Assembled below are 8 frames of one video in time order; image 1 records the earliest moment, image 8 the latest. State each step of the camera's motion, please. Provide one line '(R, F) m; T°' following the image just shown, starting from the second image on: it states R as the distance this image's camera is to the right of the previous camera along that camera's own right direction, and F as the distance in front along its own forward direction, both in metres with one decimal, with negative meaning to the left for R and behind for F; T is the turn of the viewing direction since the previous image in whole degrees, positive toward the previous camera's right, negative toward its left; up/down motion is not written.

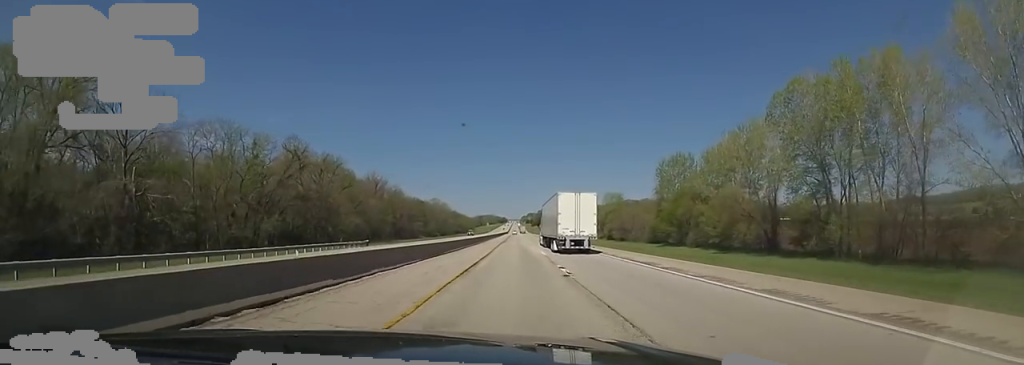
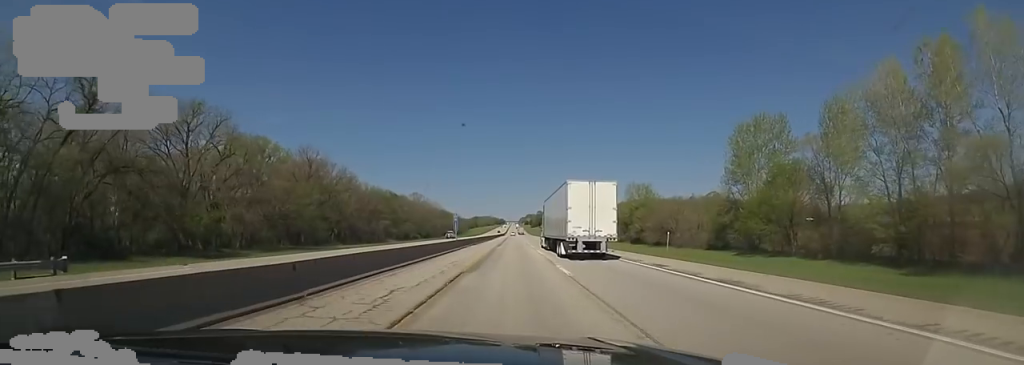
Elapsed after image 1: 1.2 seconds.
(-1.3, +44.4) m; -2°
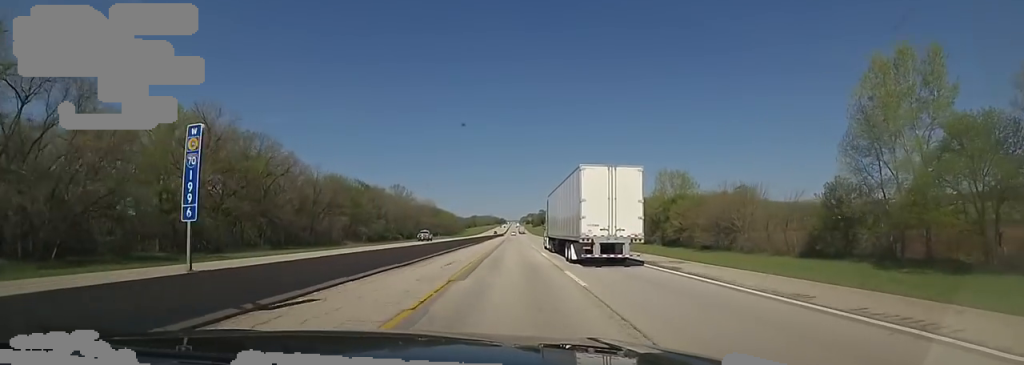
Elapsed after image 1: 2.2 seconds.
(0.0, +33.6) m; 0°
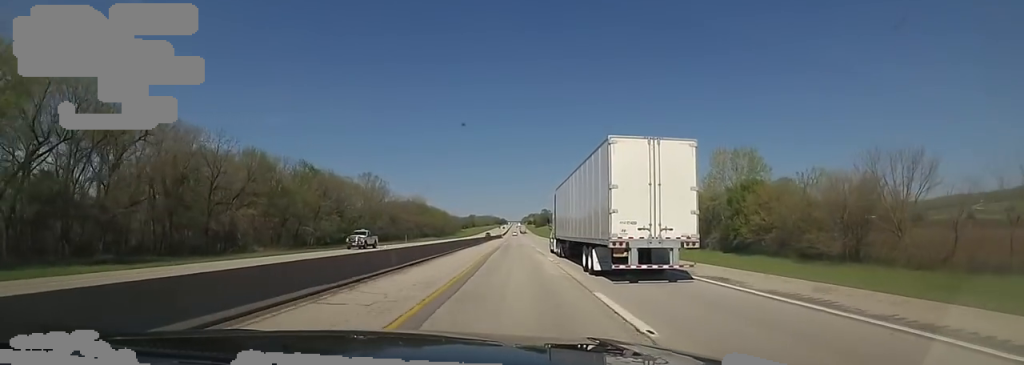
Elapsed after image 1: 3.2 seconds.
(0.0, +36.0) m; 0°
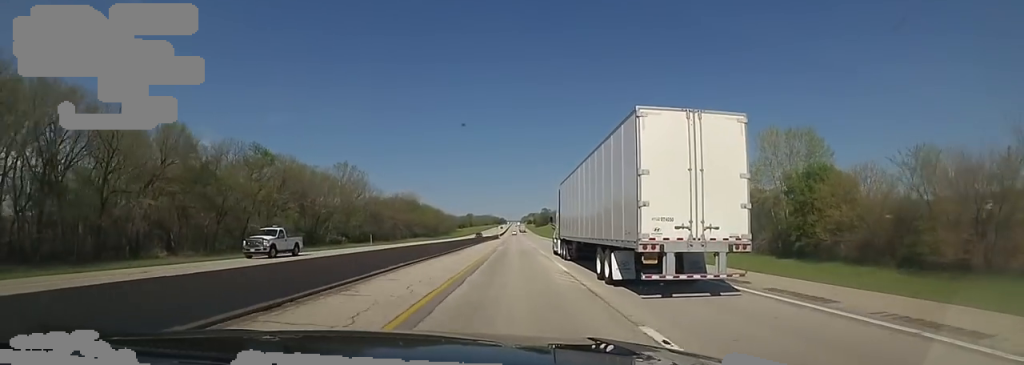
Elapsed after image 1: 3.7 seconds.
(0.0, +19.3) m; +1°
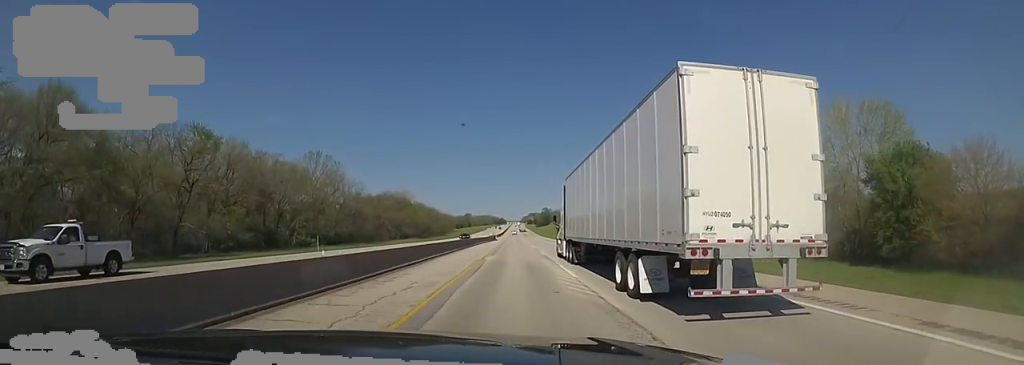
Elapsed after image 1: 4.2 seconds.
(-0.3, +16.9) m; +1°
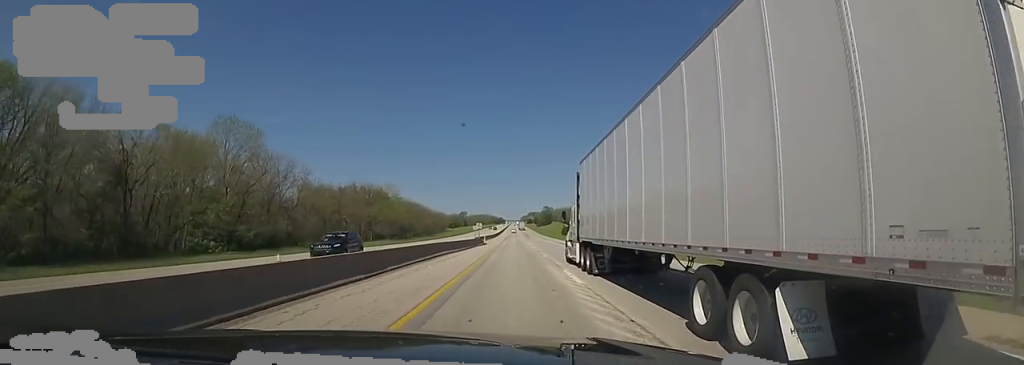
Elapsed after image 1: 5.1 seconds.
(+1.3, +32.8) m; 0°
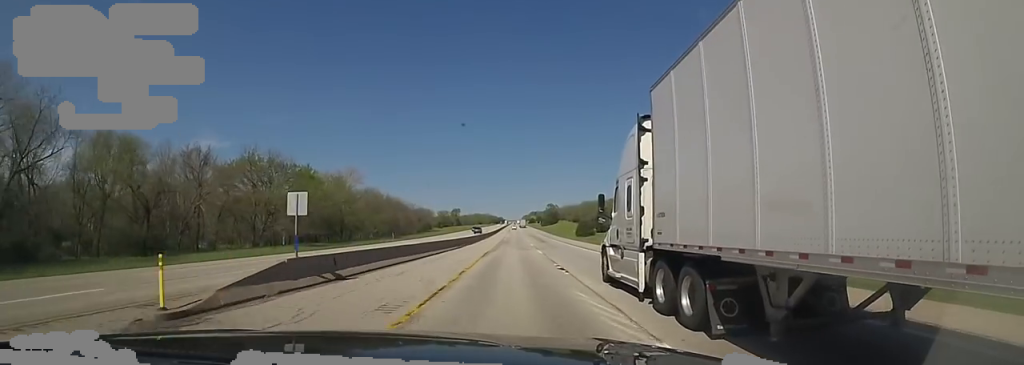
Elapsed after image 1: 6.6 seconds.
(-2.0, +57.4) m; -2°
